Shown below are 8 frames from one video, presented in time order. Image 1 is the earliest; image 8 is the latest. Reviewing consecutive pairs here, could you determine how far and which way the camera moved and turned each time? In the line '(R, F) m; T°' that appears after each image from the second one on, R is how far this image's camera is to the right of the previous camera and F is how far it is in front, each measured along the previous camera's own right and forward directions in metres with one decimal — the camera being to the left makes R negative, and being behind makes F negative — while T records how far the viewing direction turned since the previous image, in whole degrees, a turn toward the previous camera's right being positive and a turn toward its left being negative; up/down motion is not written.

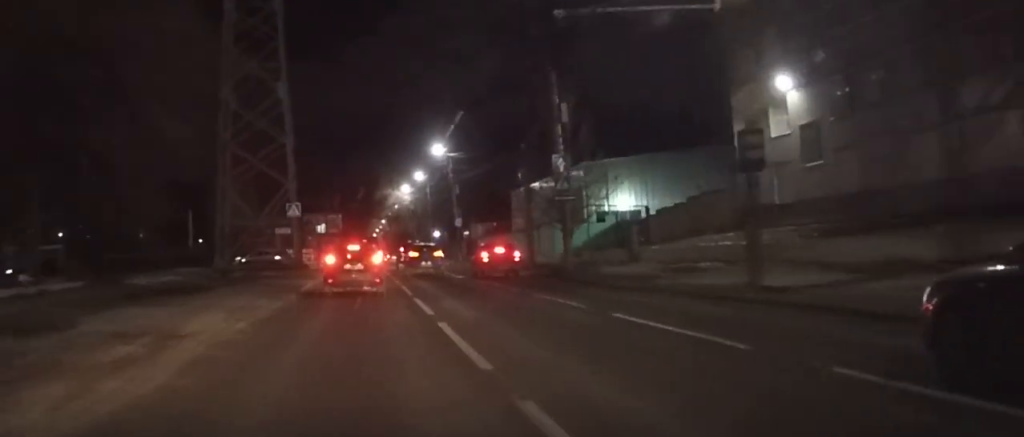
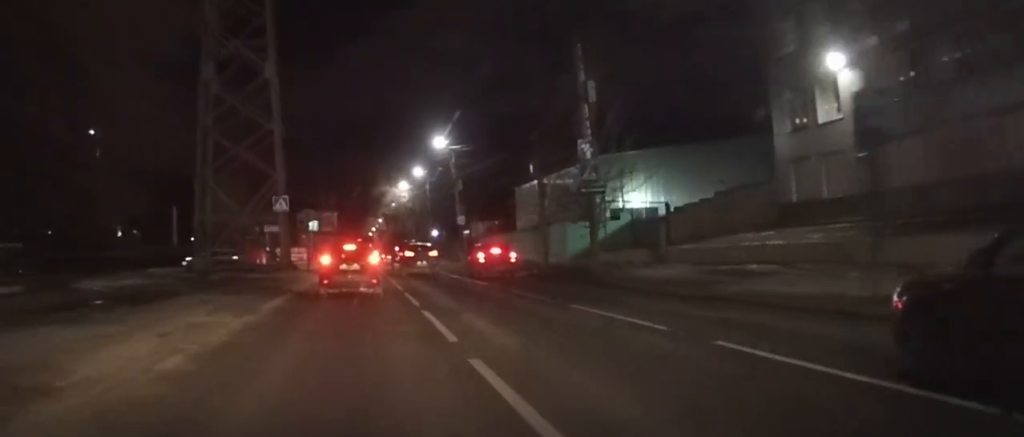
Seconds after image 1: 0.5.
(-0.1, +5.3) m; -1°
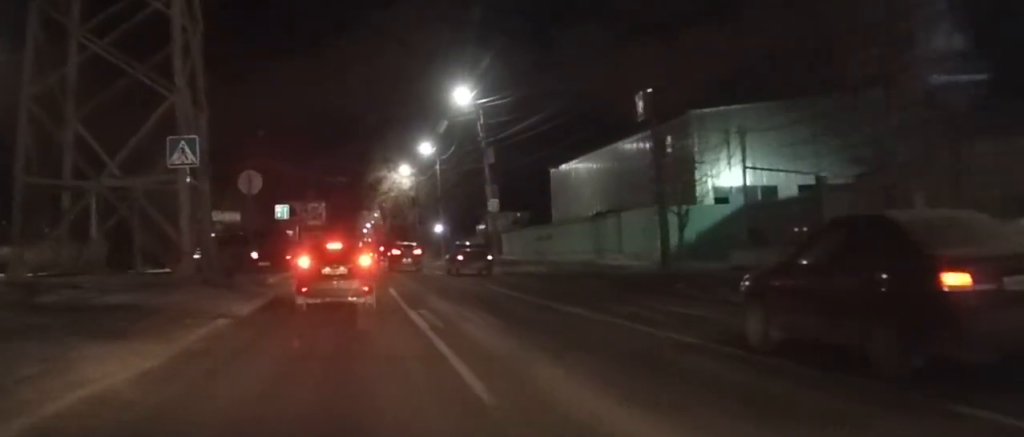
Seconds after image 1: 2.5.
(-0.1, +21.8) m; +1°
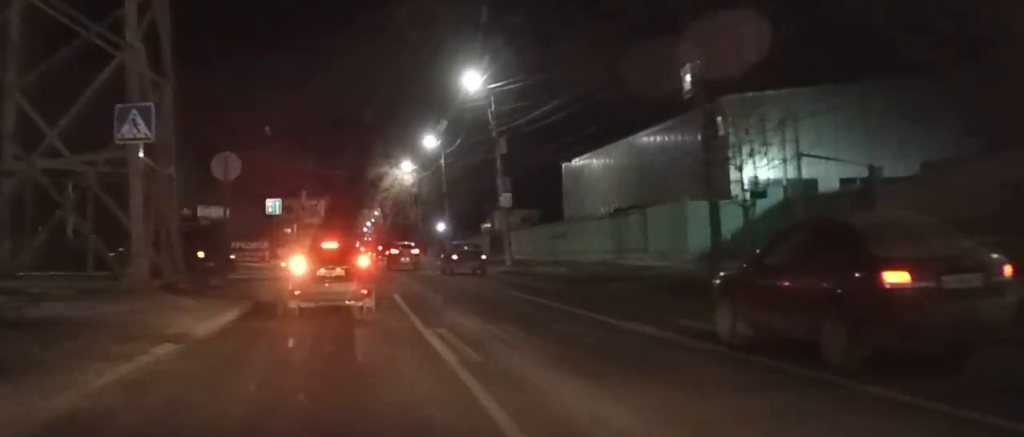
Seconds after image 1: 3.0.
(+0.1, +4.5) m; +1°
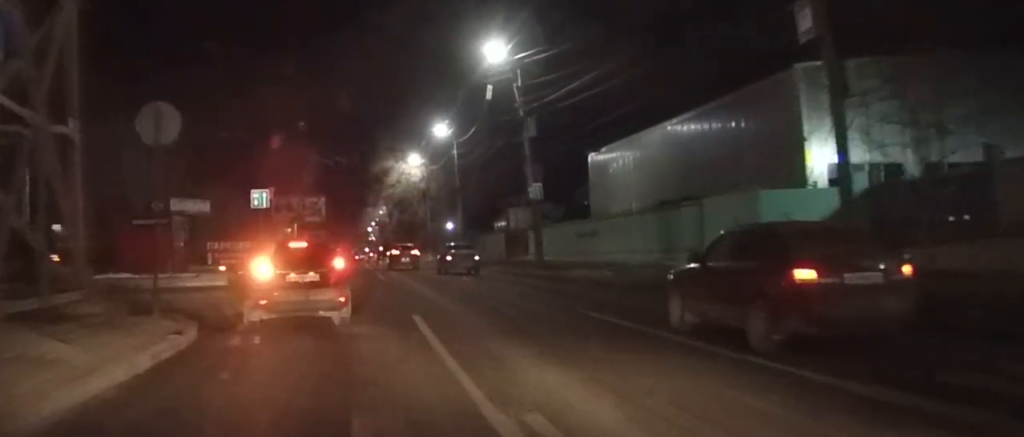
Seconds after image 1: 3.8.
(+0.2, +7.5) m; +1°
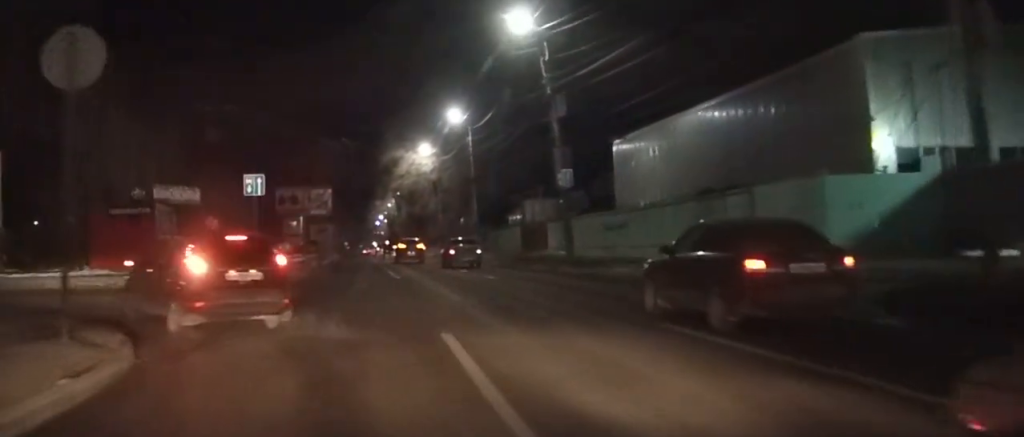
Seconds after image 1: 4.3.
(0.0, +4.7) m; 0°
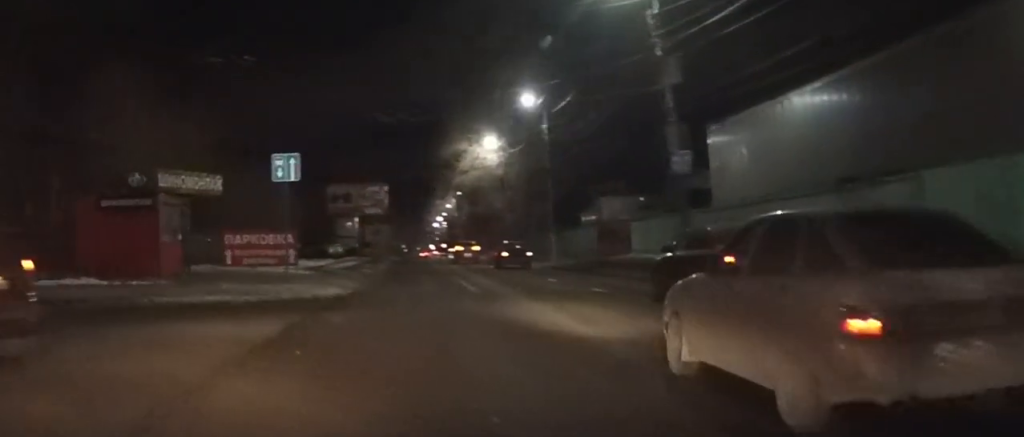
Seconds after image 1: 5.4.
(-0.1, +8.5) m; -8°
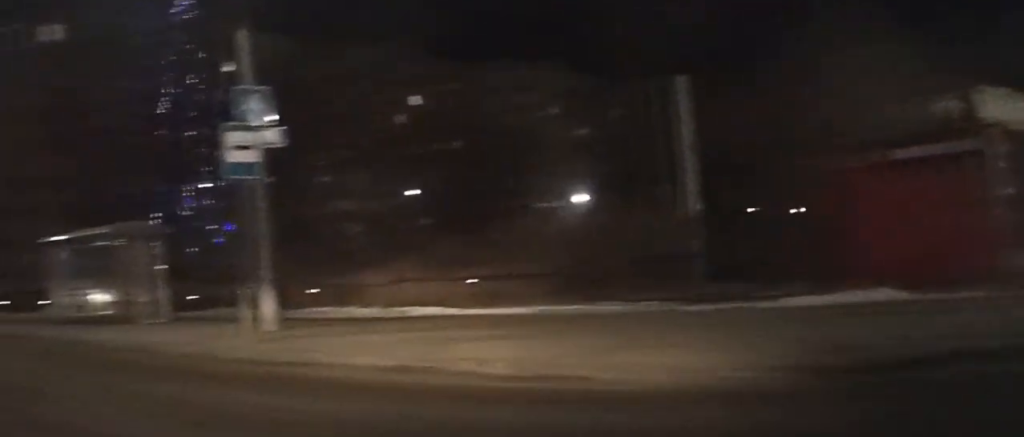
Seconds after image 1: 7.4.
(-2.9, +13.6) m; -28°
